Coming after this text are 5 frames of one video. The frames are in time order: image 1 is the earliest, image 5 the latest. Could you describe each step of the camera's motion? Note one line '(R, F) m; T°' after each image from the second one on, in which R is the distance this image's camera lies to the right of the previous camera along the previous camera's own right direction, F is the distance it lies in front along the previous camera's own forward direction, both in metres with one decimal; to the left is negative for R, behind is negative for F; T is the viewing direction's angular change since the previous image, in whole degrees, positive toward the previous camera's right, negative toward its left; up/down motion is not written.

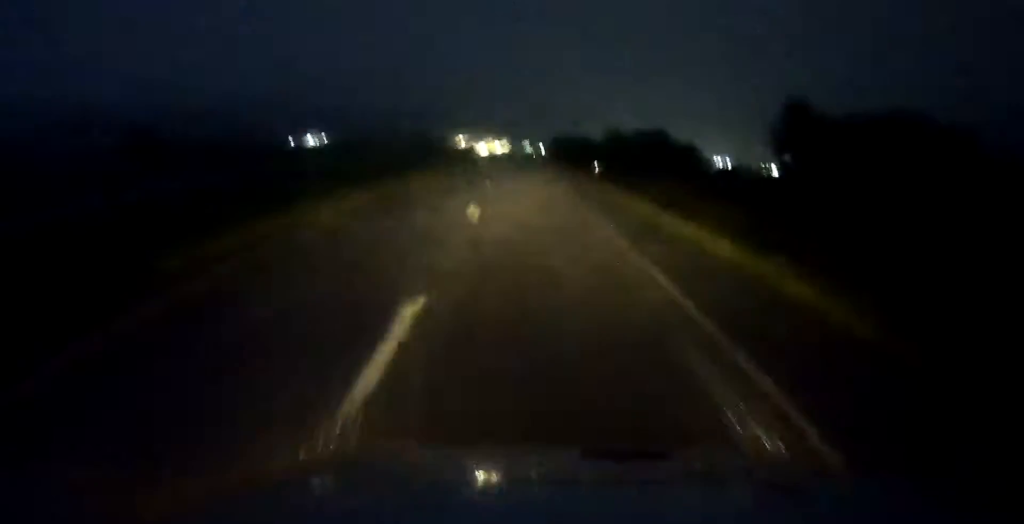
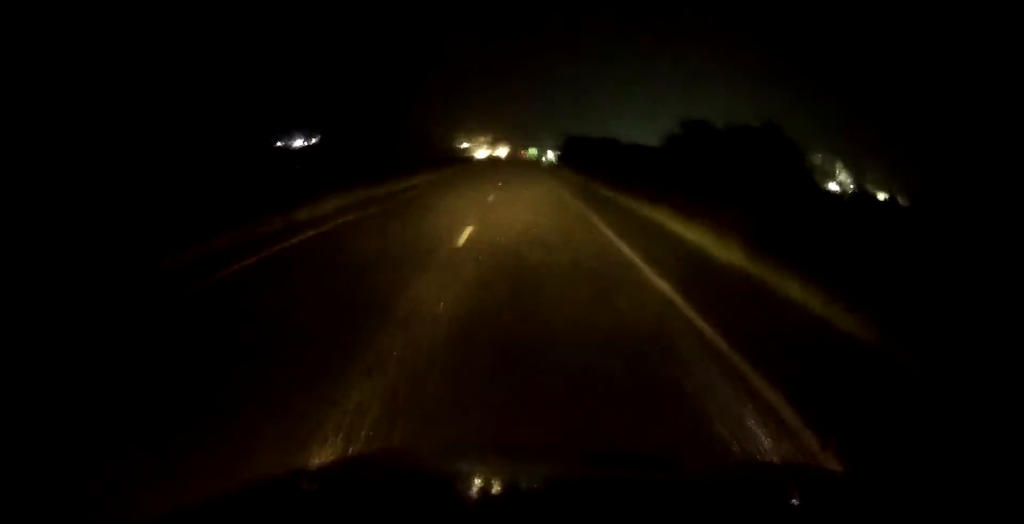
(-0.1, +52.8) m; 0°
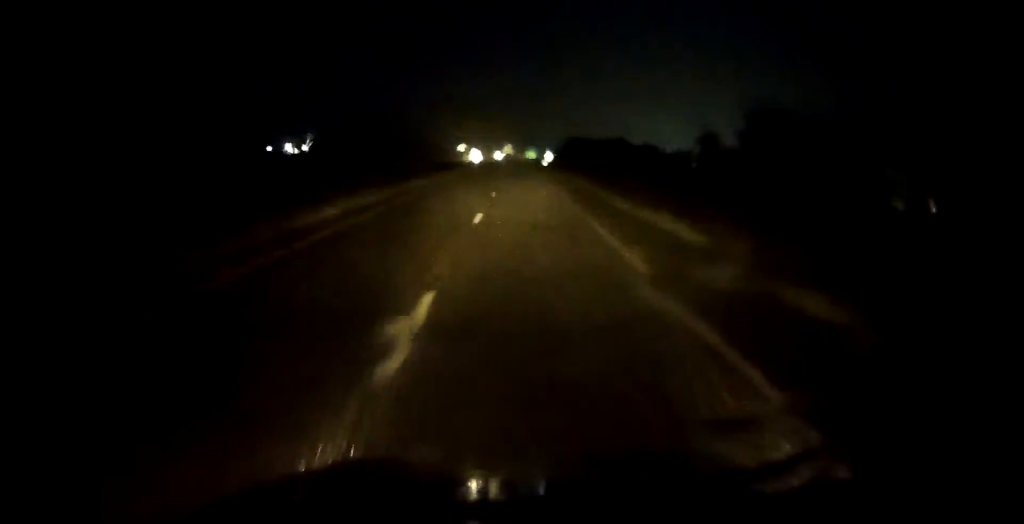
(0.0, +19.7) m; 0°
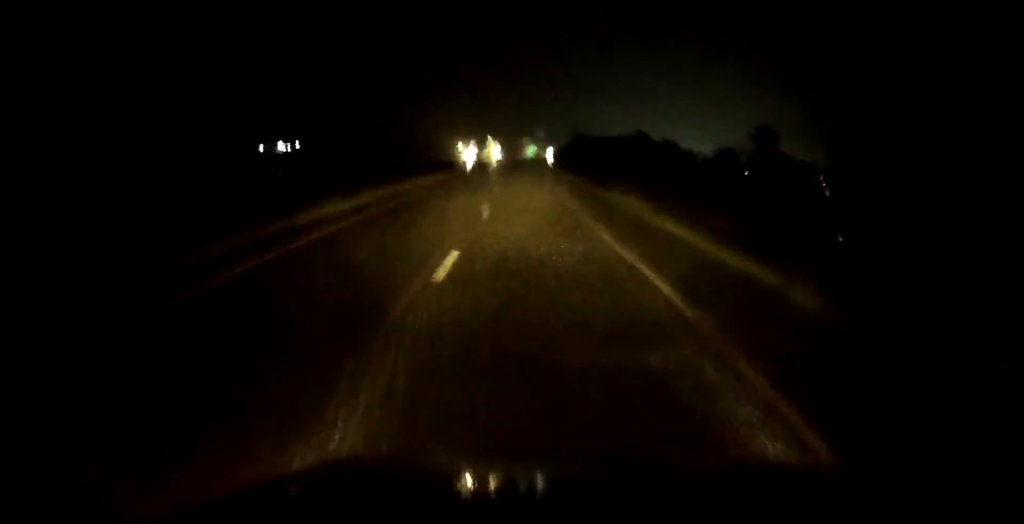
(0.0, +20.7) m; 0°
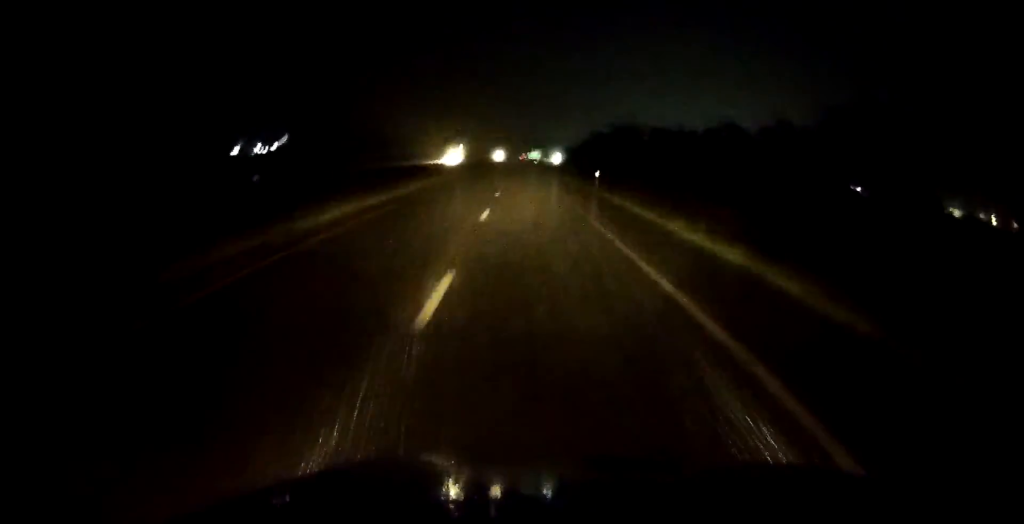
(0.0, +63.1) m; 0°
